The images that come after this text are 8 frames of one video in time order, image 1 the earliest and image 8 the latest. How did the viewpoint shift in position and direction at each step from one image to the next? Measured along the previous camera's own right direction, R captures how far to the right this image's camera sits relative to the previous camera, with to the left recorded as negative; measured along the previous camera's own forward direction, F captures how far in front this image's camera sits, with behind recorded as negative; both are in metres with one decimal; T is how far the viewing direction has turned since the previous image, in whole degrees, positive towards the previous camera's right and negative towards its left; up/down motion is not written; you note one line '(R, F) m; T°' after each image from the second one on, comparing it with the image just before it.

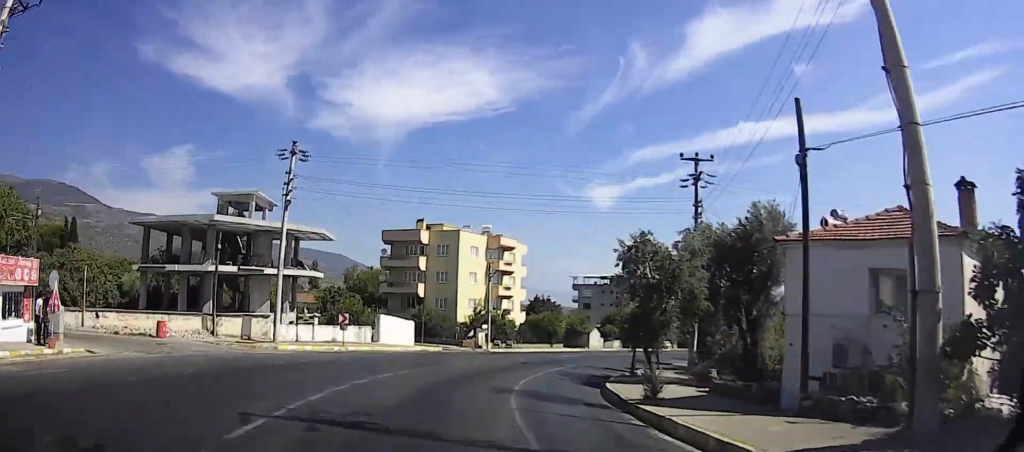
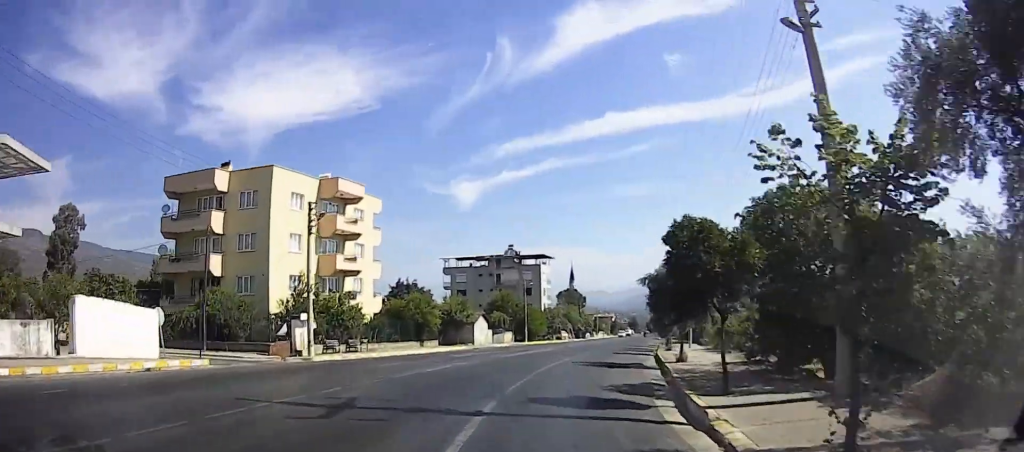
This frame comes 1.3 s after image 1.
(+1.2, +21.6) m; +12°
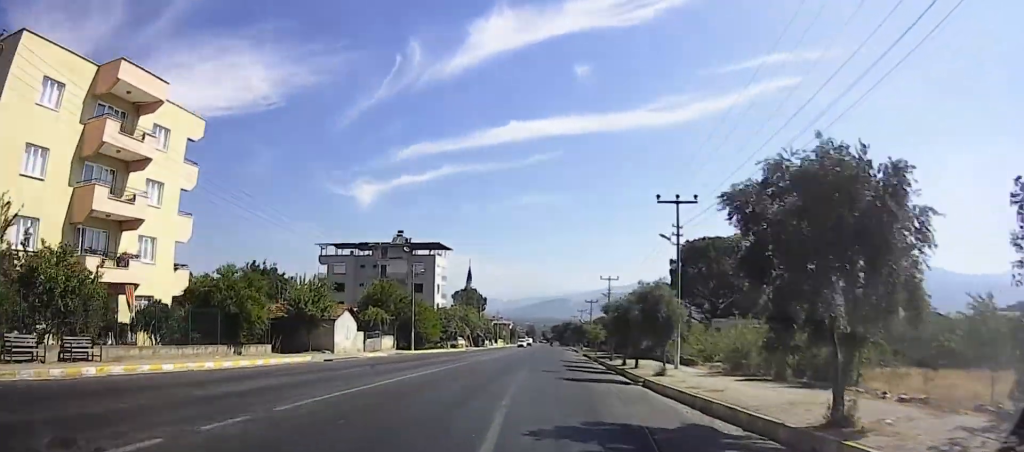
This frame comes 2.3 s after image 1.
(+2.2, +17.6) m; +12°
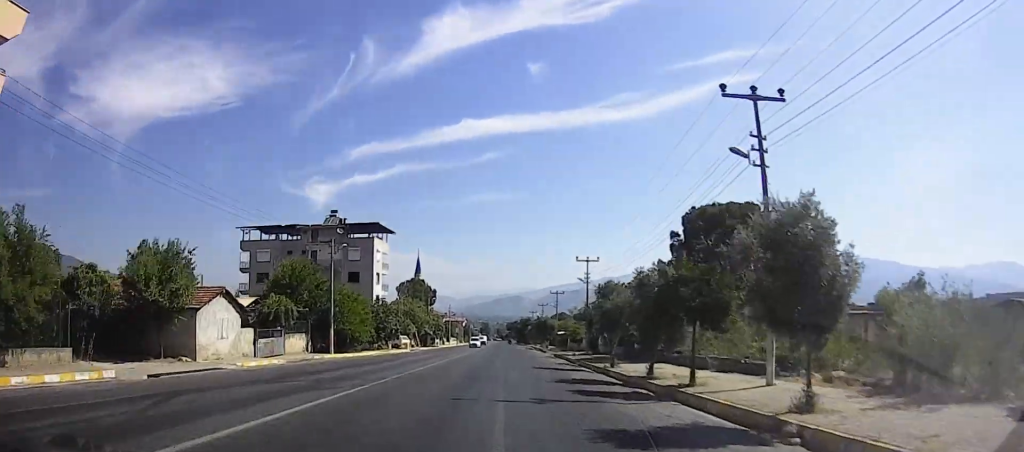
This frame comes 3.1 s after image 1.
(+0.9, +13.5) m; +5°
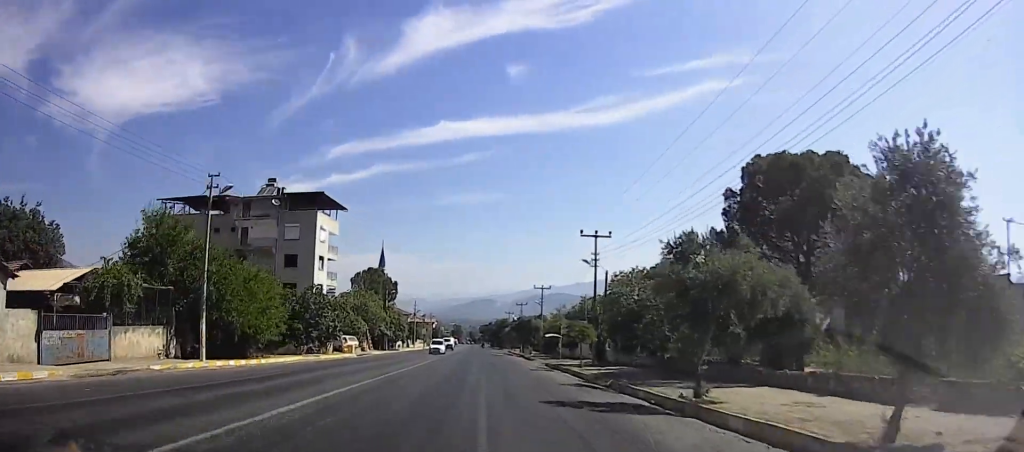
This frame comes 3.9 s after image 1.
(+0.5, +15.0) m; +4°
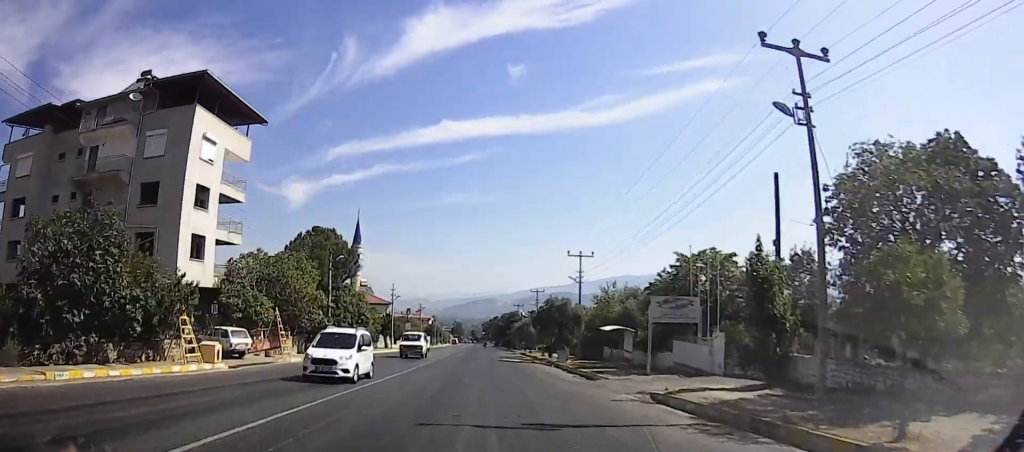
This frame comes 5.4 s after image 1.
(+2.0, +27.7) m; +8°
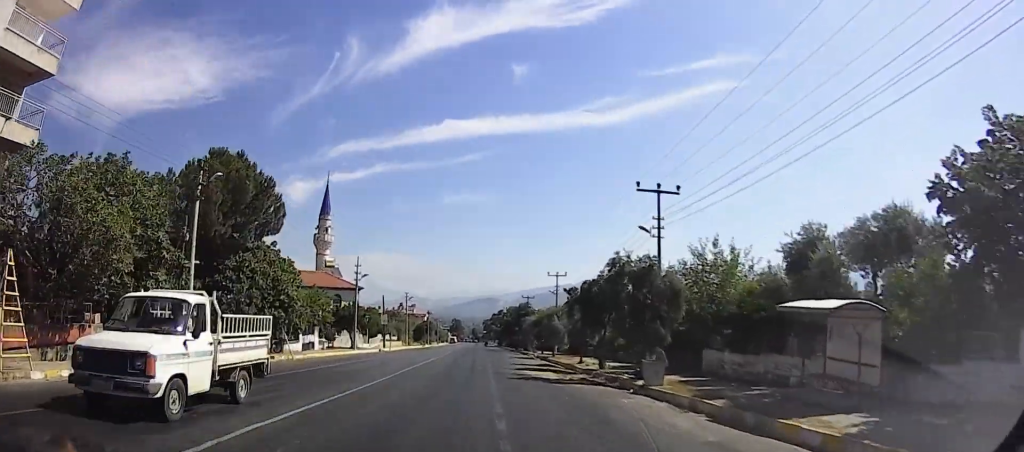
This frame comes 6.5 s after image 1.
(+0.4, +22.0) m; 0°
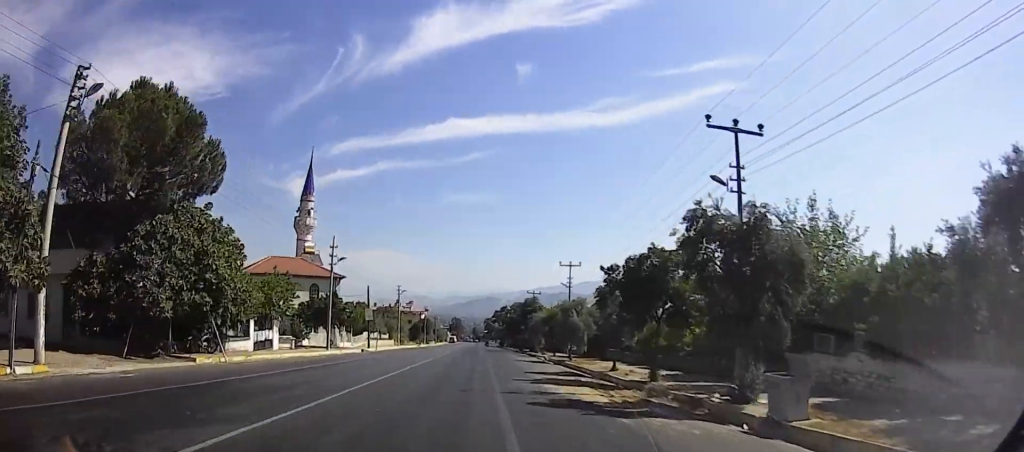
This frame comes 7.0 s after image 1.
(-0.1, +9.1) m; -1°
